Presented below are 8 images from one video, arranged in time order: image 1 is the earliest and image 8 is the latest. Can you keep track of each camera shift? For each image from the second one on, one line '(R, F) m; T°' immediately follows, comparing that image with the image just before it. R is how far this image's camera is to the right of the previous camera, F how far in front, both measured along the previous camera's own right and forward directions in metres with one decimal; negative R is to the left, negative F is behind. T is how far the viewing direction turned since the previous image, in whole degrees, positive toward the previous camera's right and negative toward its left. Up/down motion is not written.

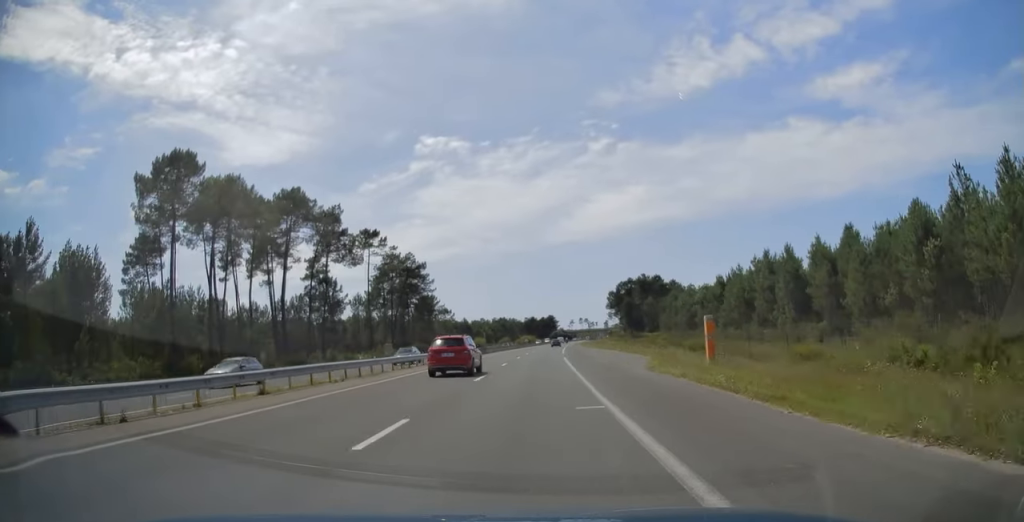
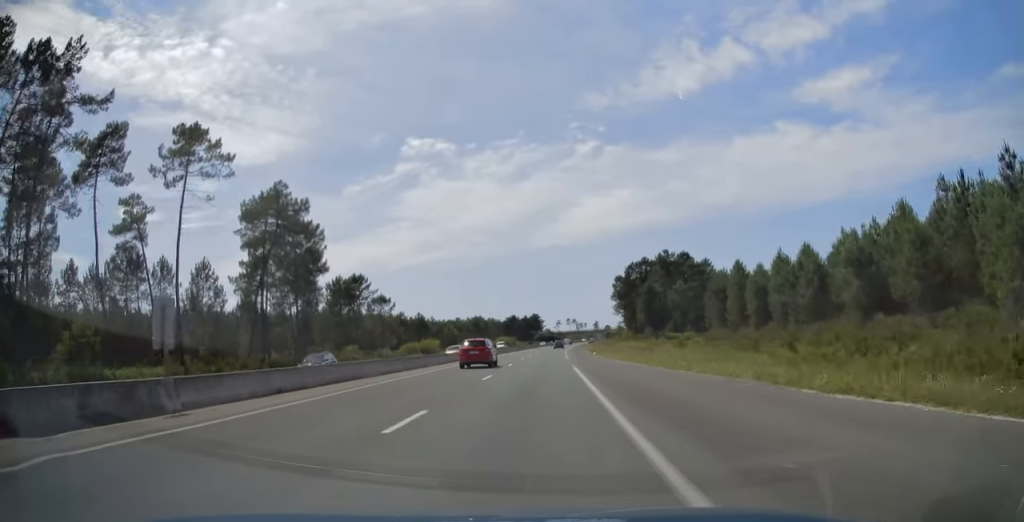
(+1.6, +63.5) m; +2°
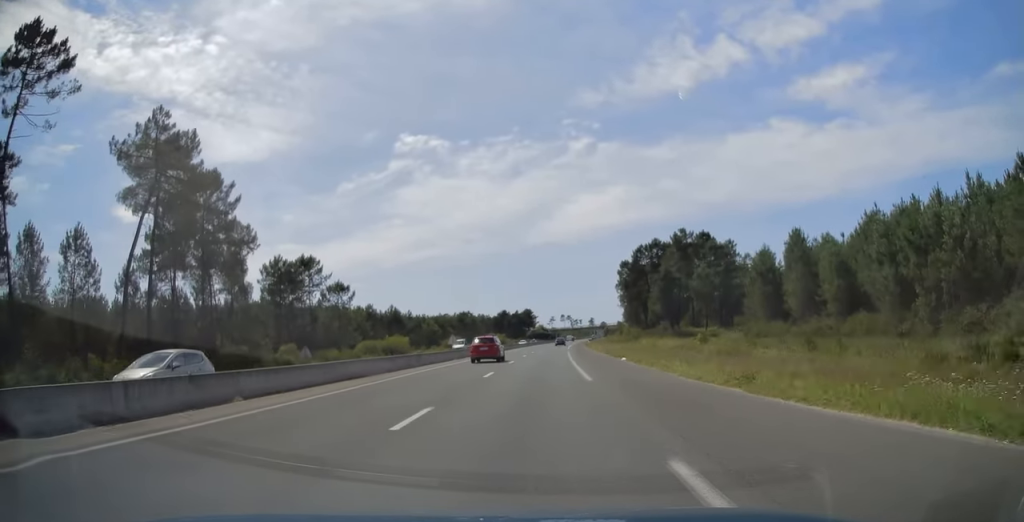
(-0.4, +25.9) m; +1°
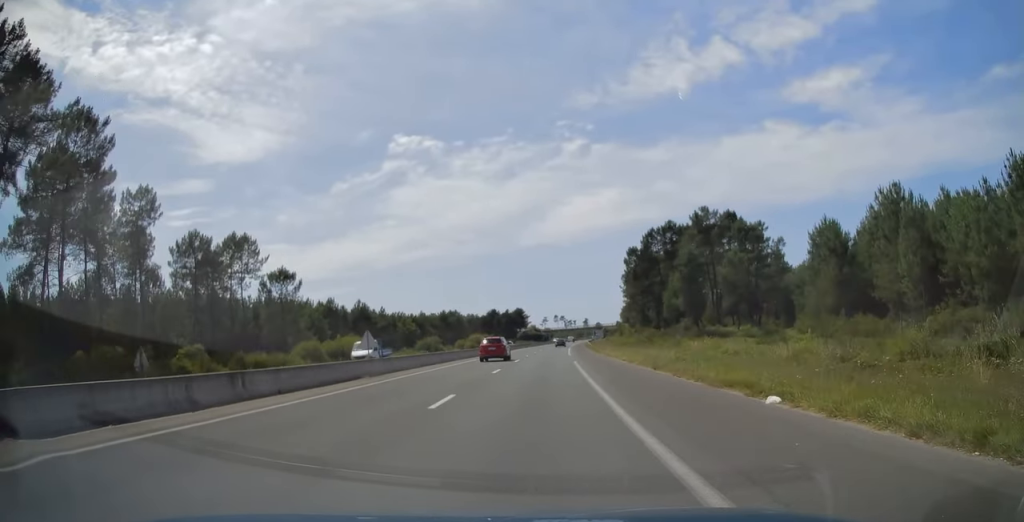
(+0.6, +23.1) m; +1°
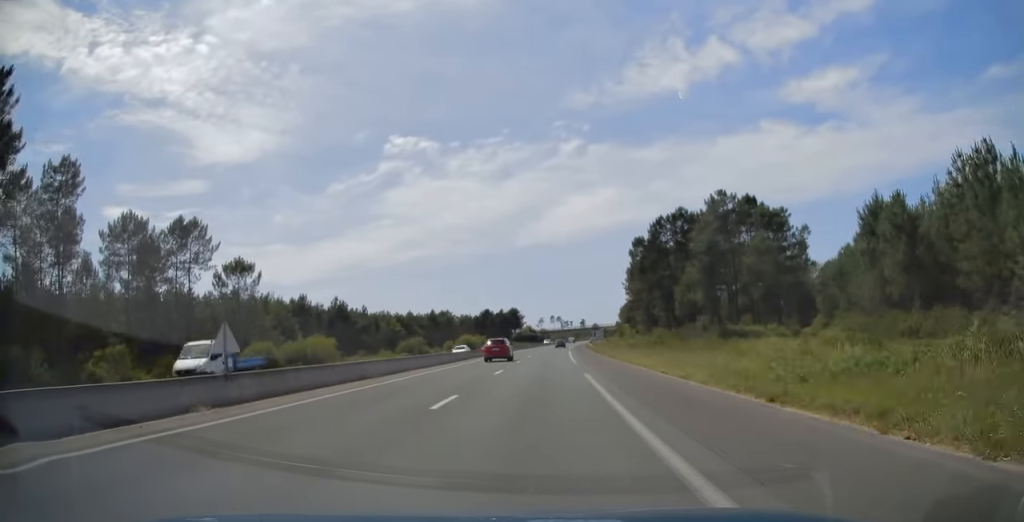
(+0.1, +12.9) m; 0°
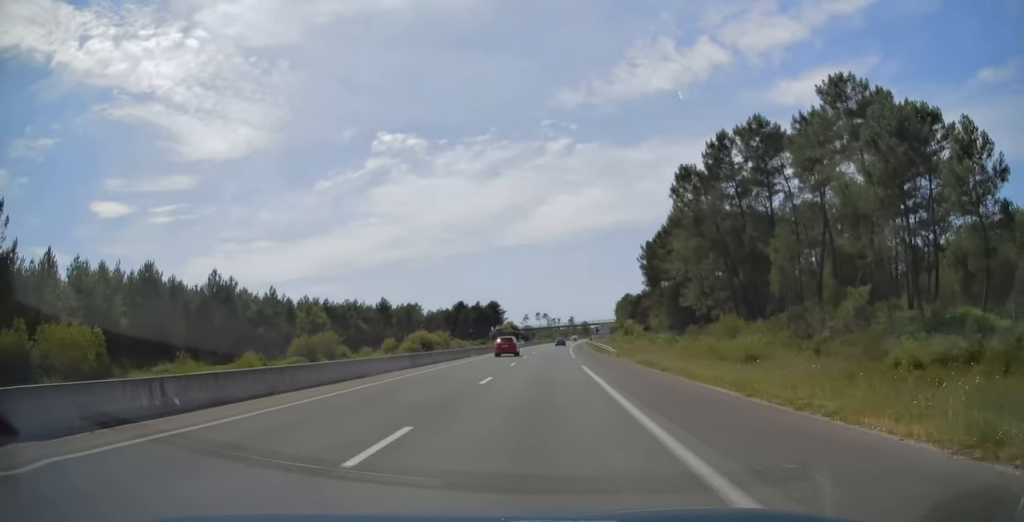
(-0.1, +44.7) m; 0°
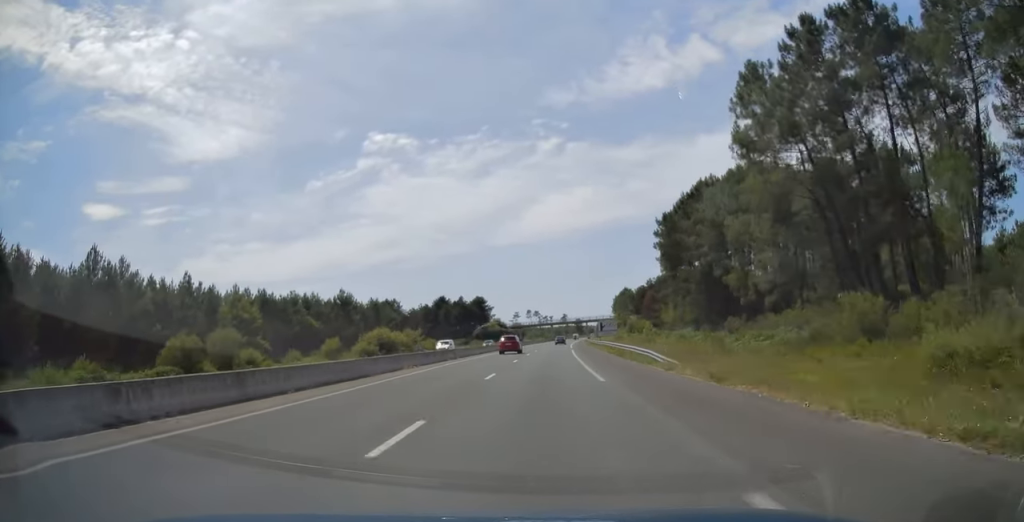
(+0.1, +24.8) m; +1°
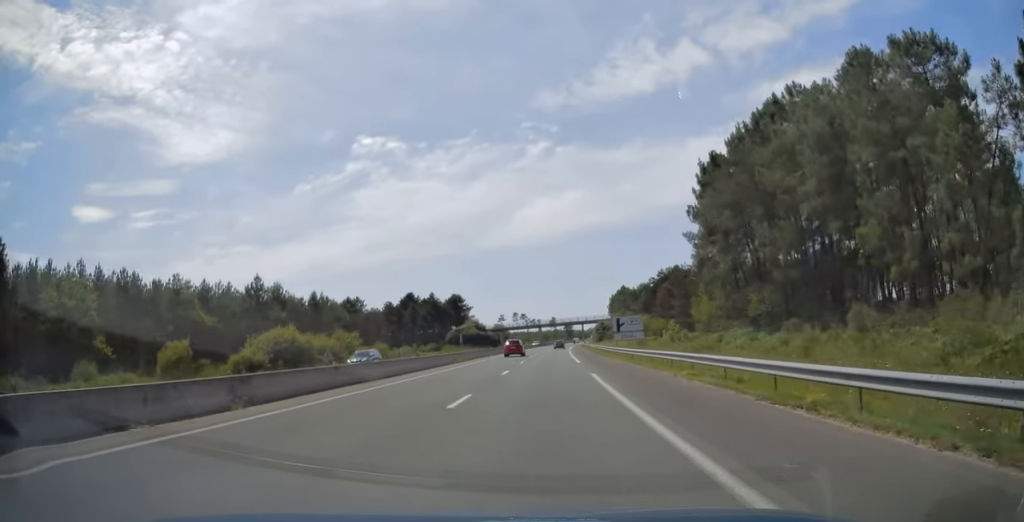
(+0.5, +33.3) m; +1°
